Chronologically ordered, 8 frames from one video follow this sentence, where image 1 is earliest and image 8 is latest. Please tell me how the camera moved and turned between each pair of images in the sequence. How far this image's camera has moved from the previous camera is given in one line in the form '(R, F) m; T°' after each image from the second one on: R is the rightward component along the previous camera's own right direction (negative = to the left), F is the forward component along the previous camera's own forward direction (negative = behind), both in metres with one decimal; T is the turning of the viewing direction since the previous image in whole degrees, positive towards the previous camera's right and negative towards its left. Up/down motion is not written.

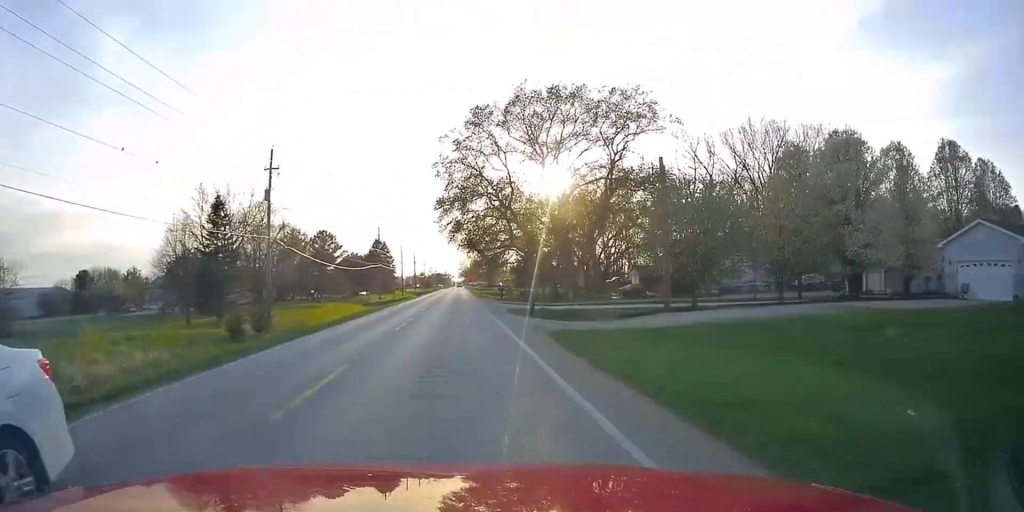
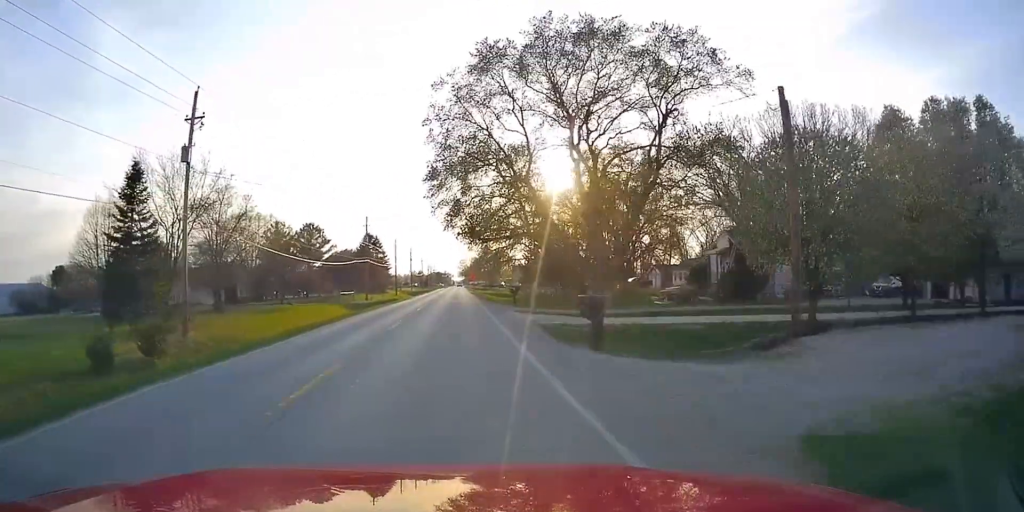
(0.0, +12.7) m; 0°
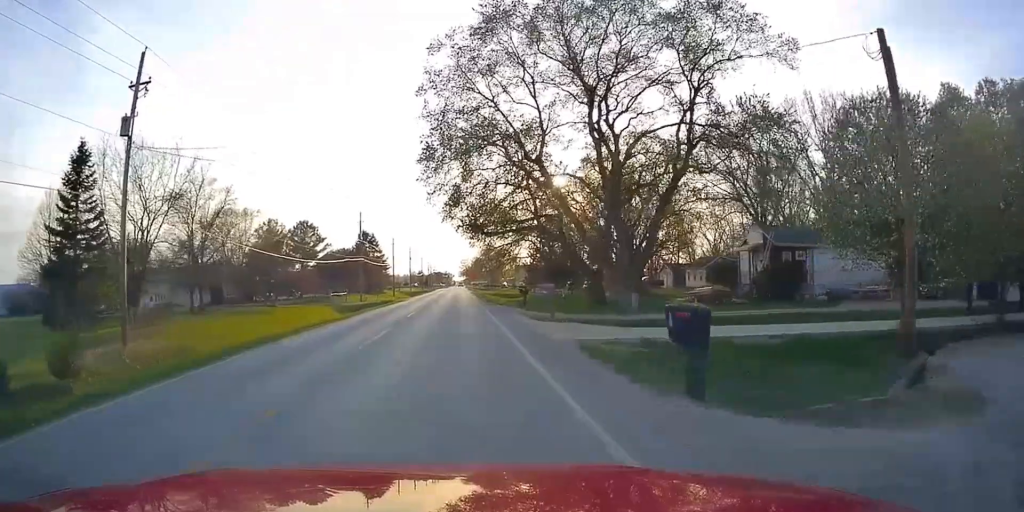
(0.0, +5.8) m; 0°
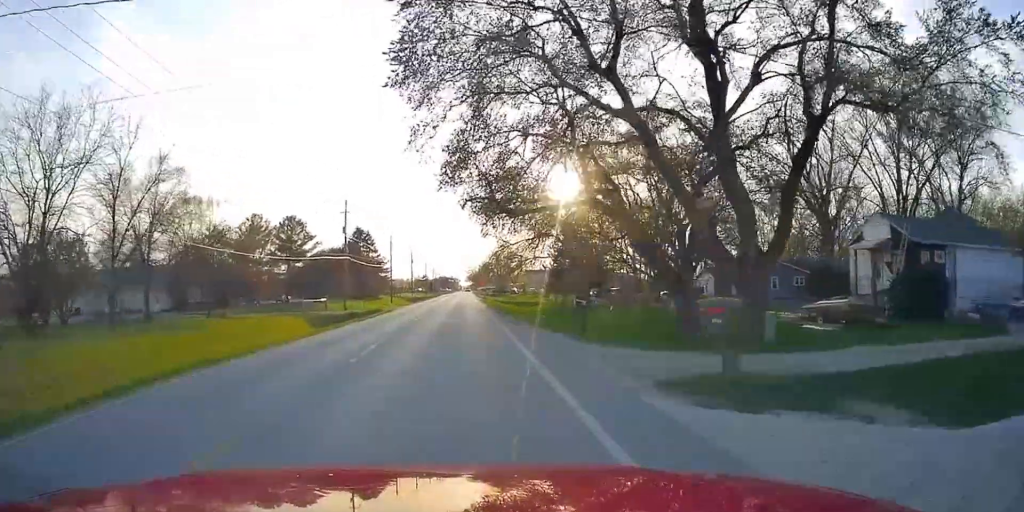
(0.0, +14.3) m; -1°
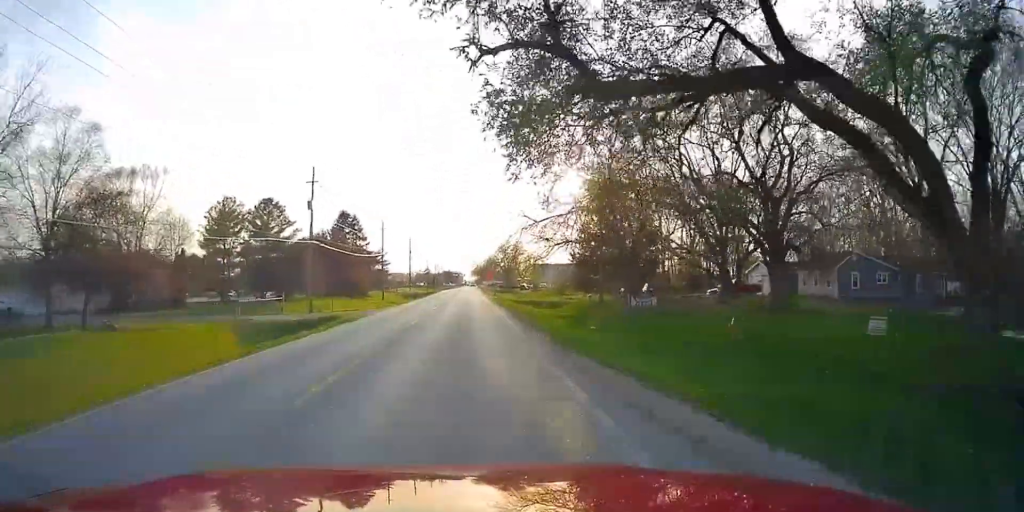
(-0.4, +15.8) m; -1°
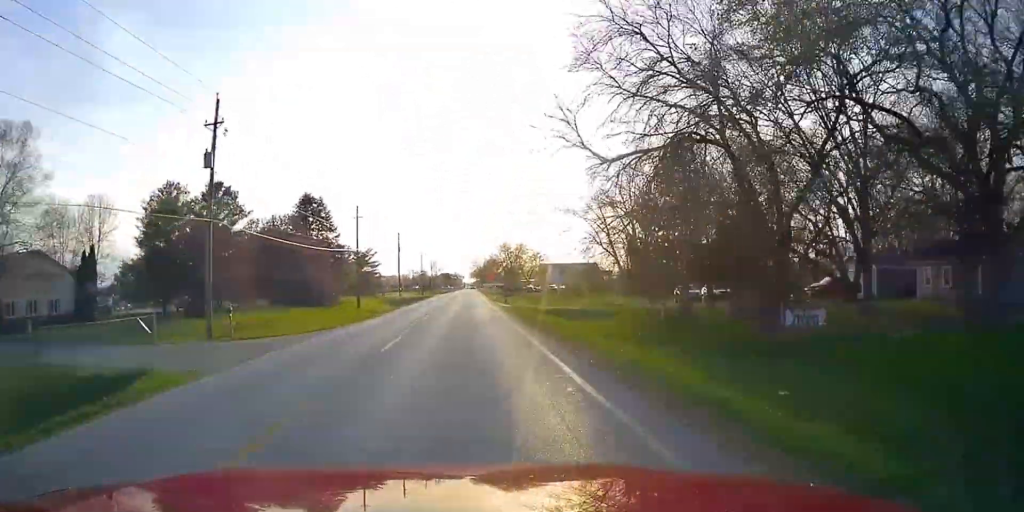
(+0.5, +19.4) m; +2°
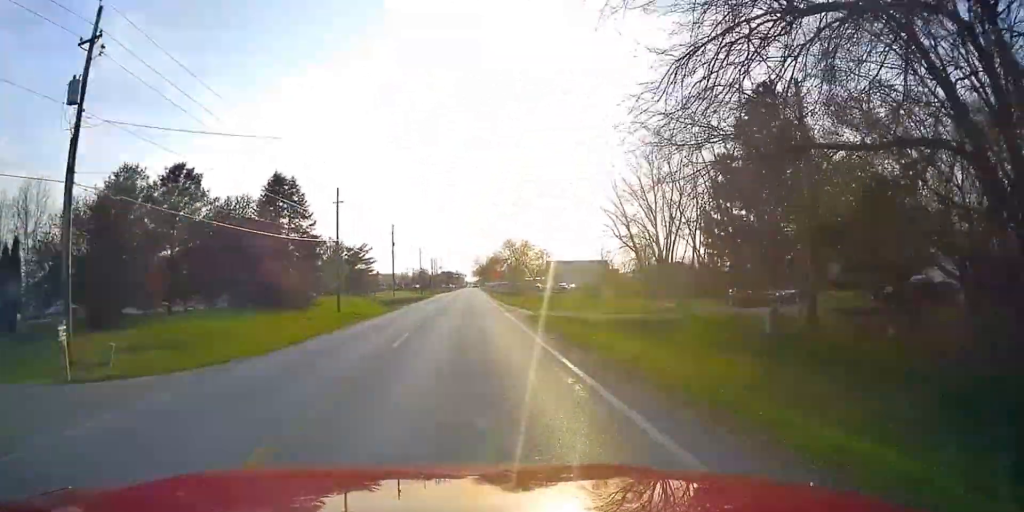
(+0.1, +11.6) m; -2°
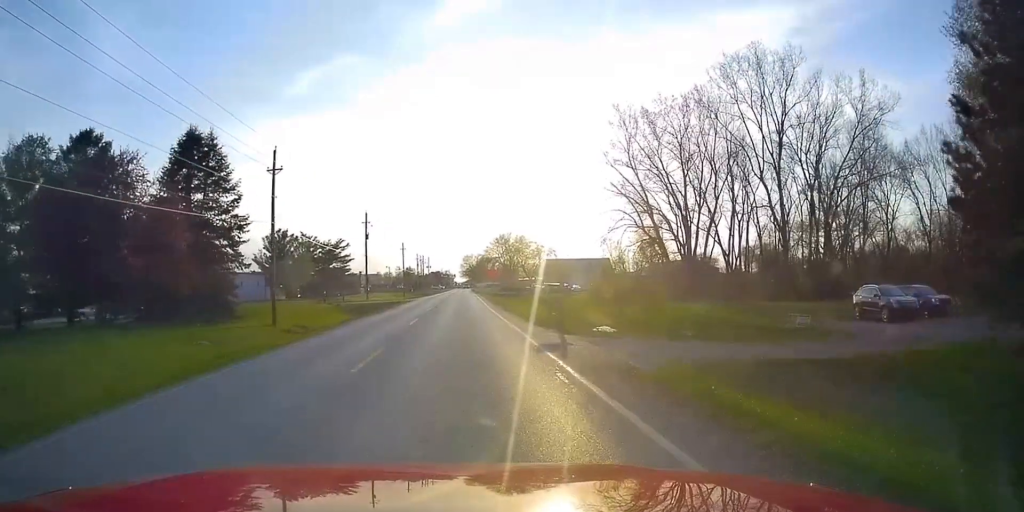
(-0.2, +16.8) m; +3°
